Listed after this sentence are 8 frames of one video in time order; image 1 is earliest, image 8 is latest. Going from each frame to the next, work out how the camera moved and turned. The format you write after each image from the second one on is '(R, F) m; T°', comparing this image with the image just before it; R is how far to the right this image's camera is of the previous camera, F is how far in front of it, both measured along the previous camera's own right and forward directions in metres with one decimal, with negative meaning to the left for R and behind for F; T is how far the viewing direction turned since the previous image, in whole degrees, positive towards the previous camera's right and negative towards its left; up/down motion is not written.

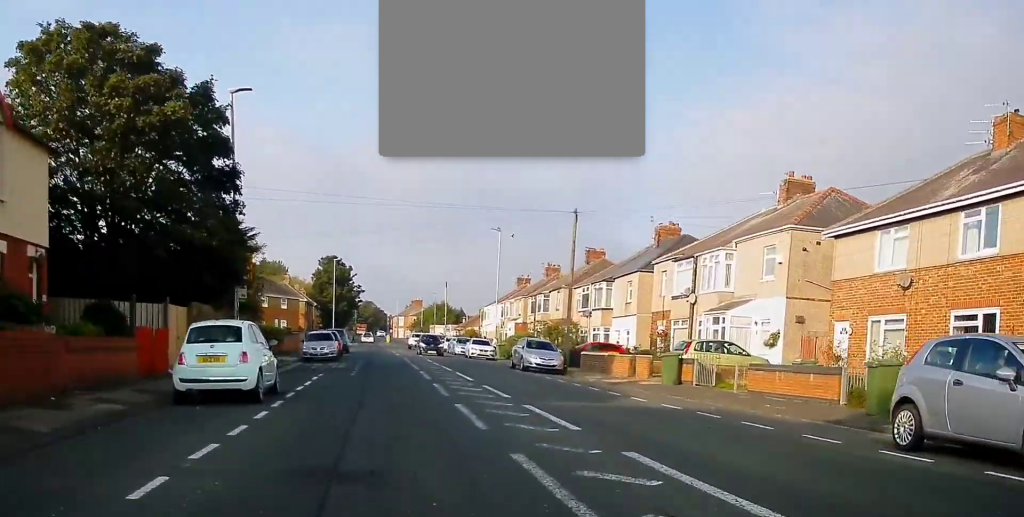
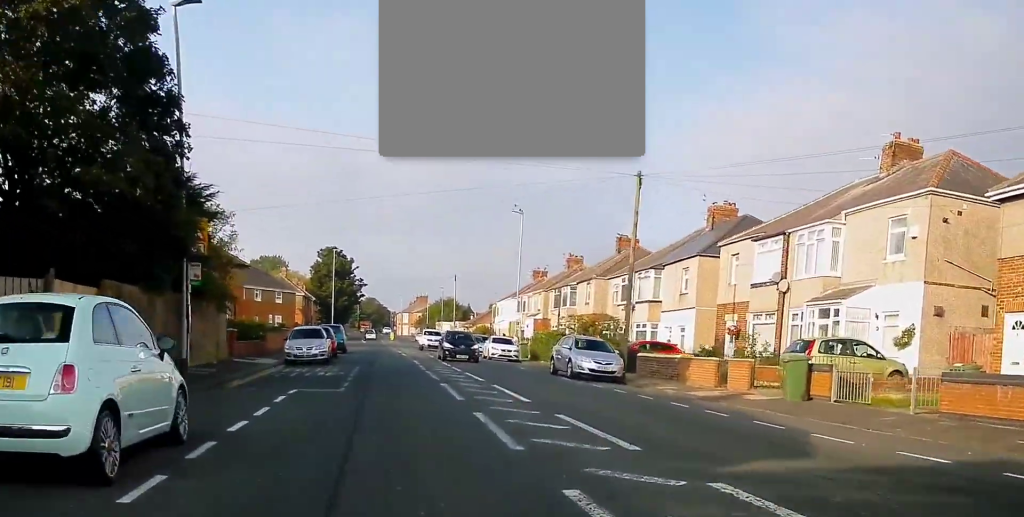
(+0.1, +8.4) m; +2°
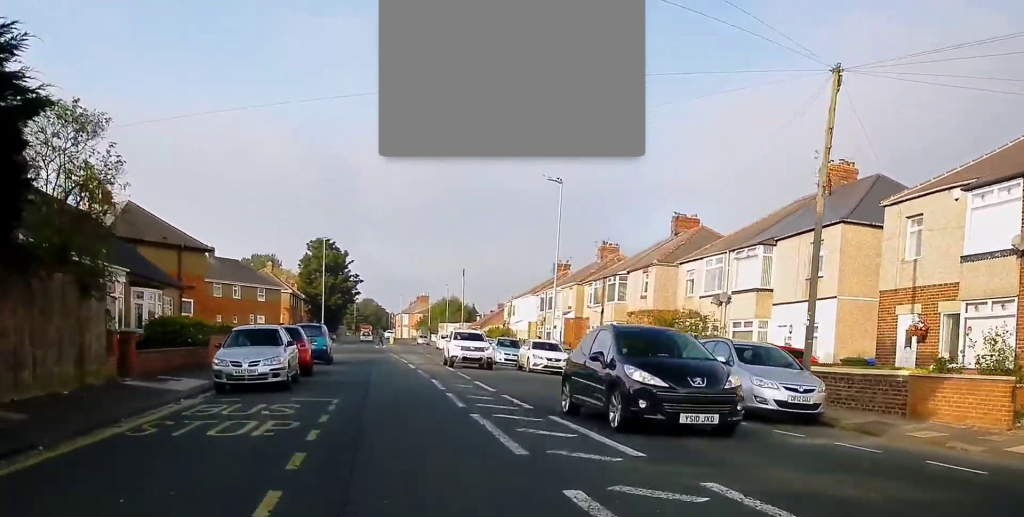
(+0.3, +12.6) m; +2°
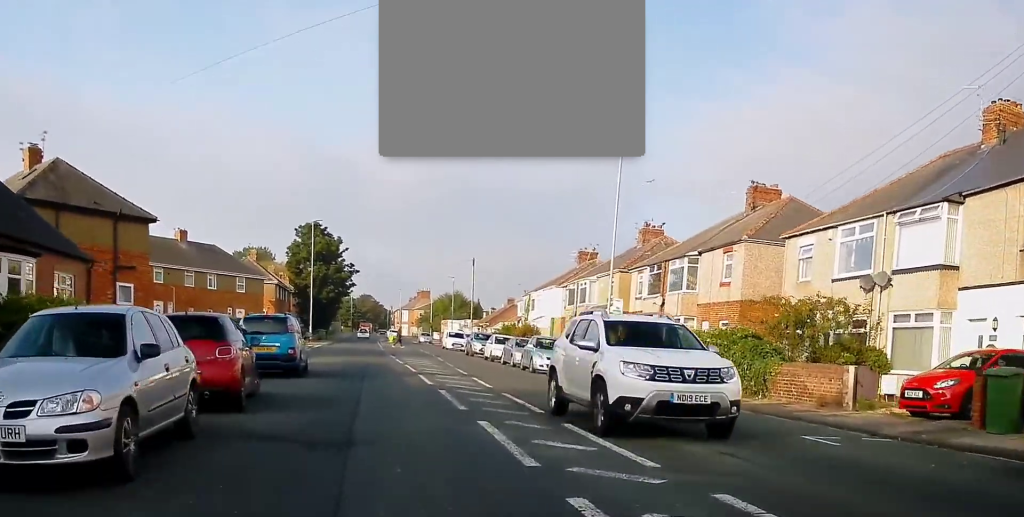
(0.0, +11.2) m; -1°
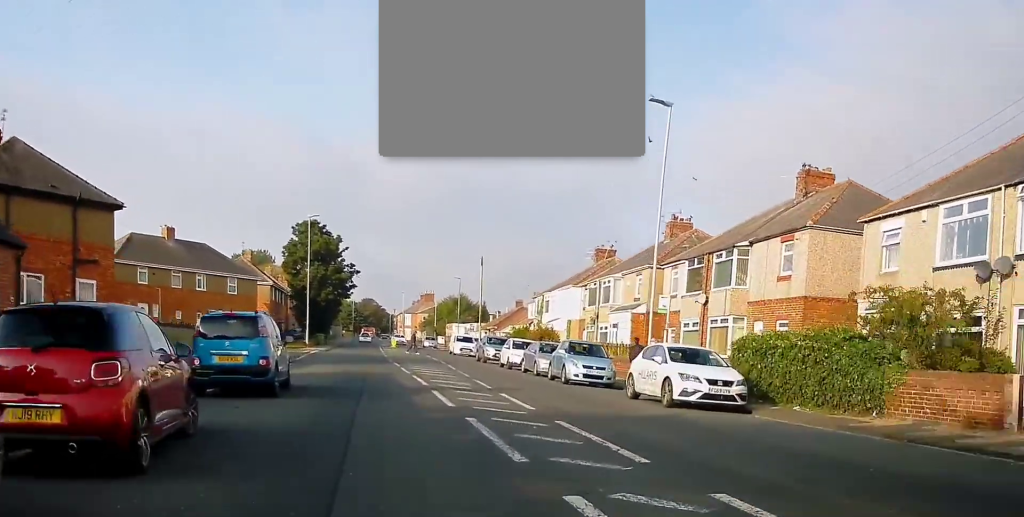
(+0.1, +5.1) m; -2°
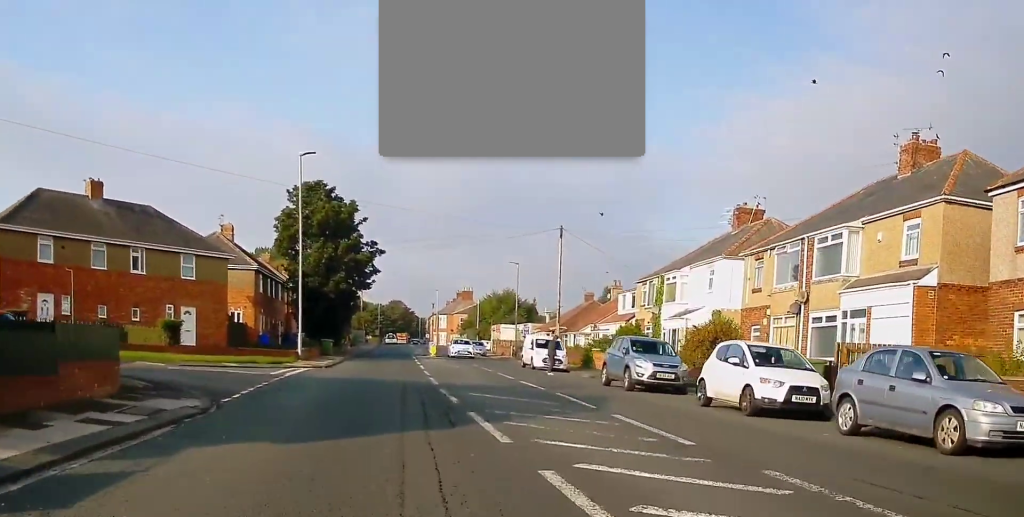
(0.0, +23.0) m; +2°
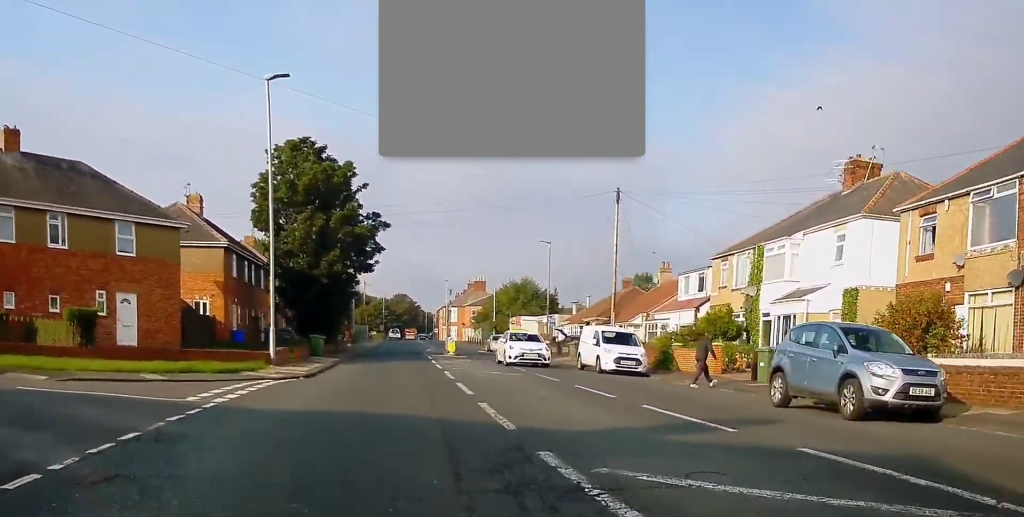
(-0.3, +11.4) m; -3°
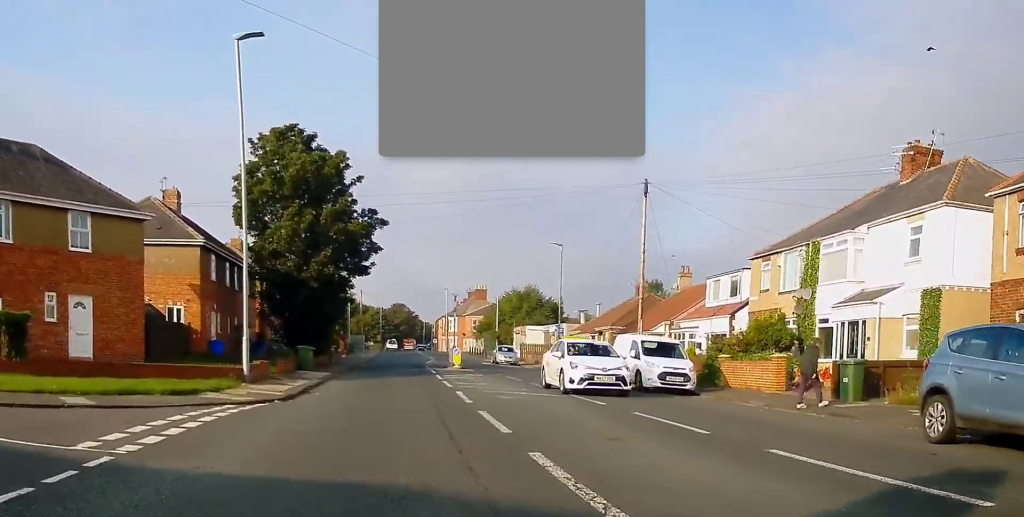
(-0.2, +4.9) m; 0°
